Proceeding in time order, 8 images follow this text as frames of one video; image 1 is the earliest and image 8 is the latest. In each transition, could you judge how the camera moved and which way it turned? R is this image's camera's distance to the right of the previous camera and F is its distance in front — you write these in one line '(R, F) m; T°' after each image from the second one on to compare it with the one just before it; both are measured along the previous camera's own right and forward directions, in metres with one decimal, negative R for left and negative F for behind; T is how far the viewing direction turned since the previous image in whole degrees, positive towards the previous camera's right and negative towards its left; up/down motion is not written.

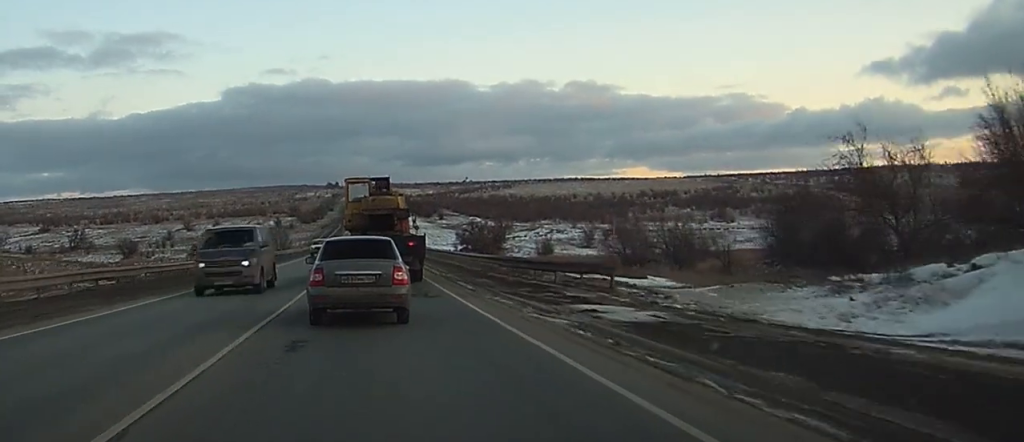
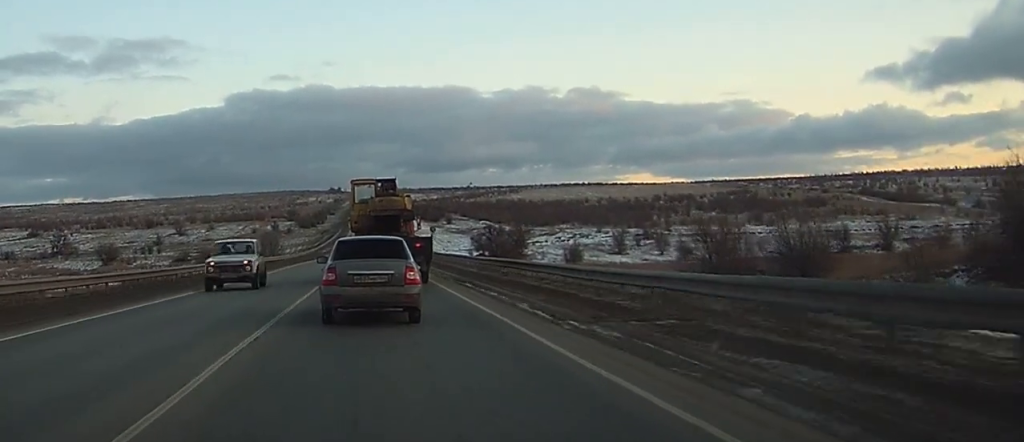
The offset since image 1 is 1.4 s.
(-0.2, +22.9) m; 0°
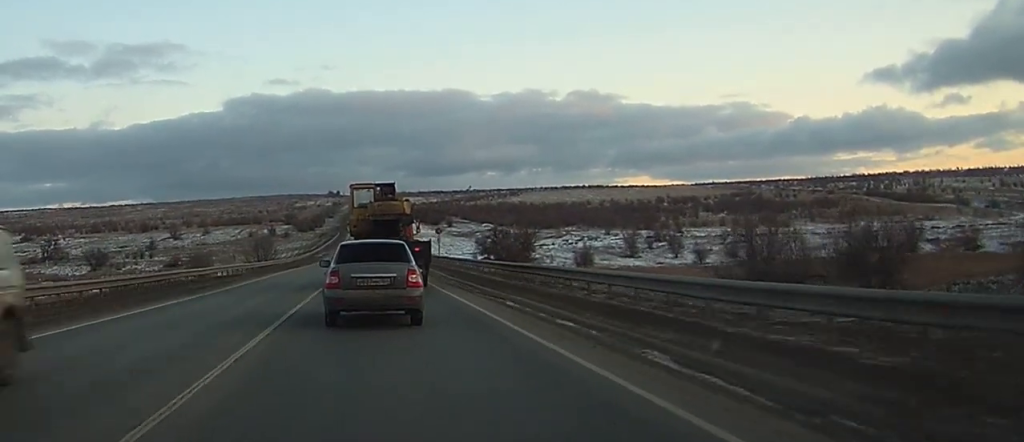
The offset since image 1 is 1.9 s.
(0.0, +8.7) m; 0°
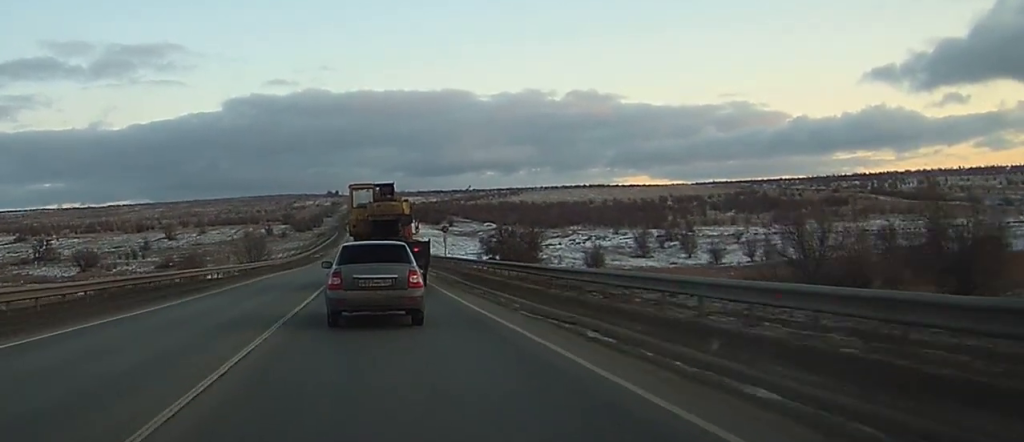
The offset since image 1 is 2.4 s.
(0.0, +7.5) m; 0°
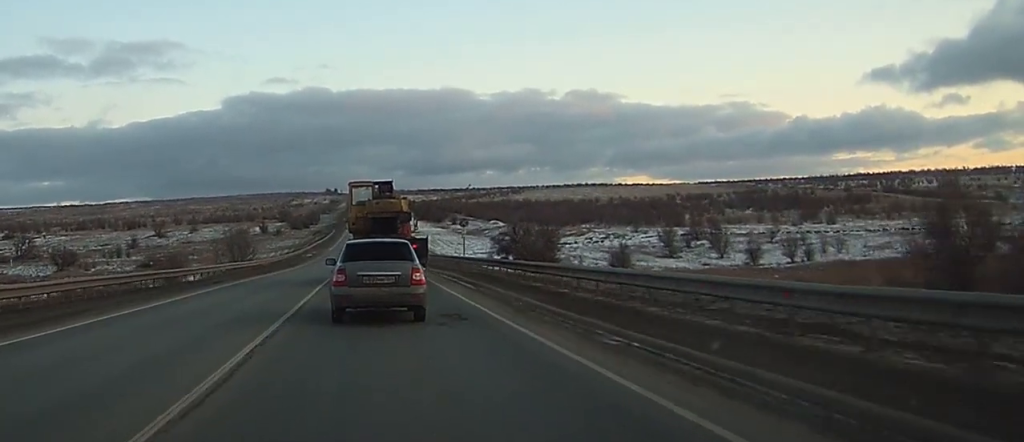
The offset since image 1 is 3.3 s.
(0.0, +14.8) m; -1°
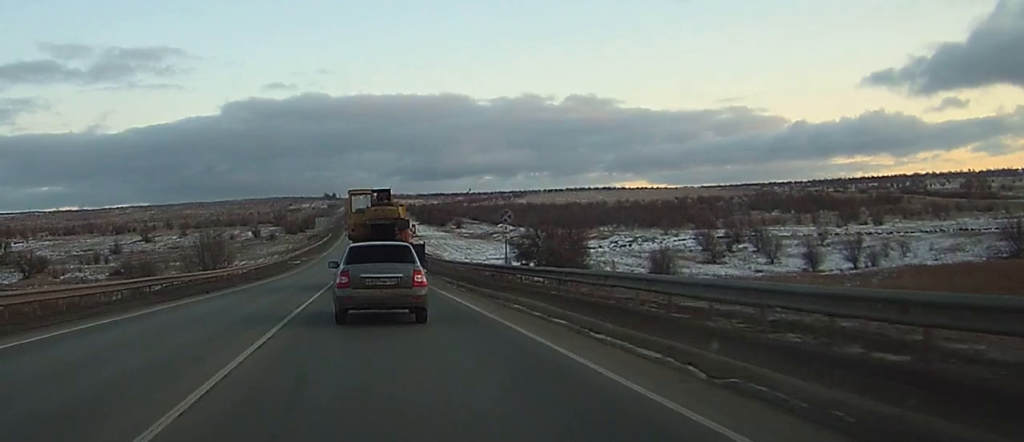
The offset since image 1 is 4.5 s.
(-0.2, +18.5) m; 0°
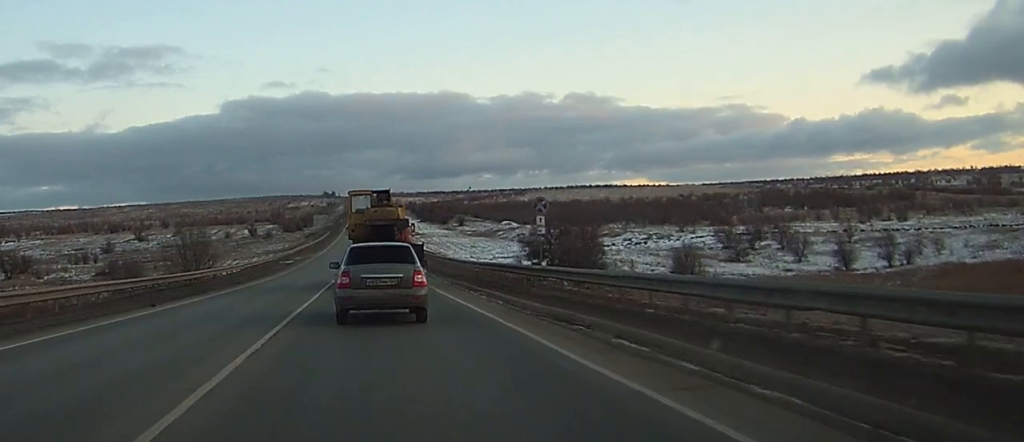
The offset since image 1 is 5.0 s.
(-0.1, +8.4) m; 0°
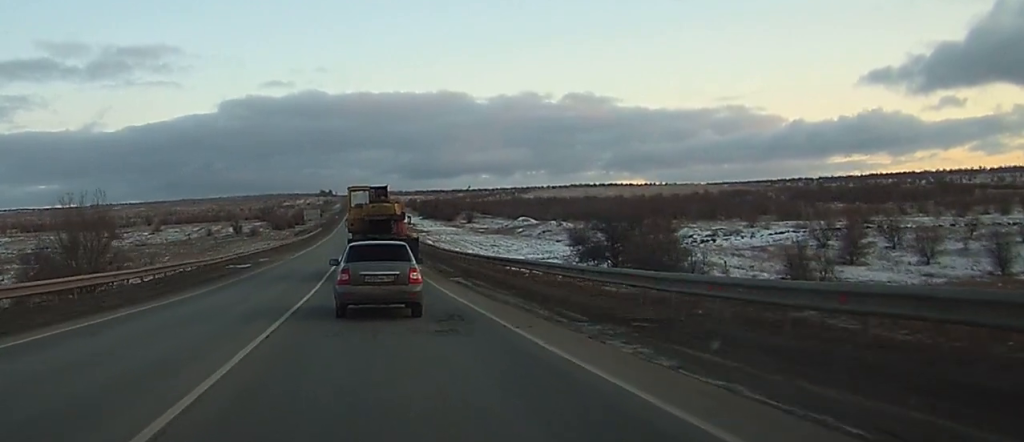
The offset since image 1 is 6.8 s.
(+0.4, +29.4) m; +1°
